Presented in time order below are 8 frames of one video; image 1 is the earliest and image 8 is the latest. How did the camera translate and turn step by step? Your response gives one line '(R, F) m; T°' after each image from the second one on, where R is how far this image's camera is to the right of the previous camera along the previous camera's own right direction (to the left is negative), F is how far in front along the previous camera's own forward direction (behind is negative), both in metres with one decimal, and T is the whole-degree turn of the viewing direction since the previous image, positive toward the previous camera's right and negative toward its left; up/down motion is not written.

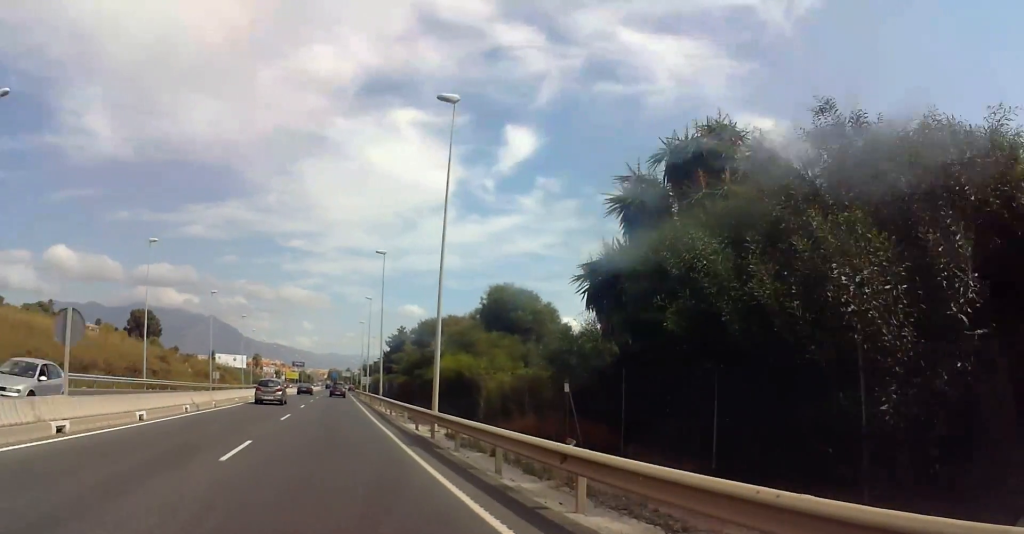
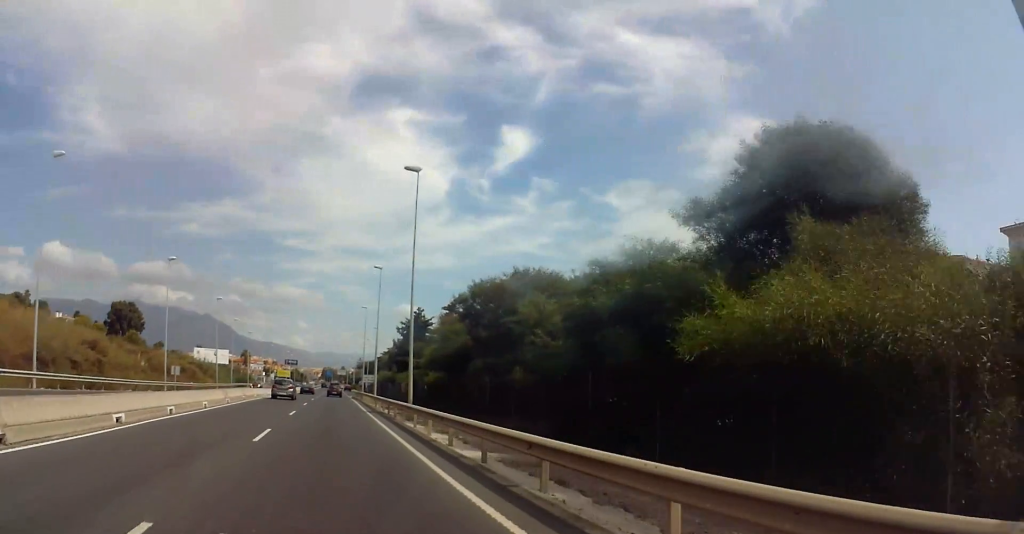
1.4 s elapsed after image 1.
(+0.2, +21.8) m; +3°
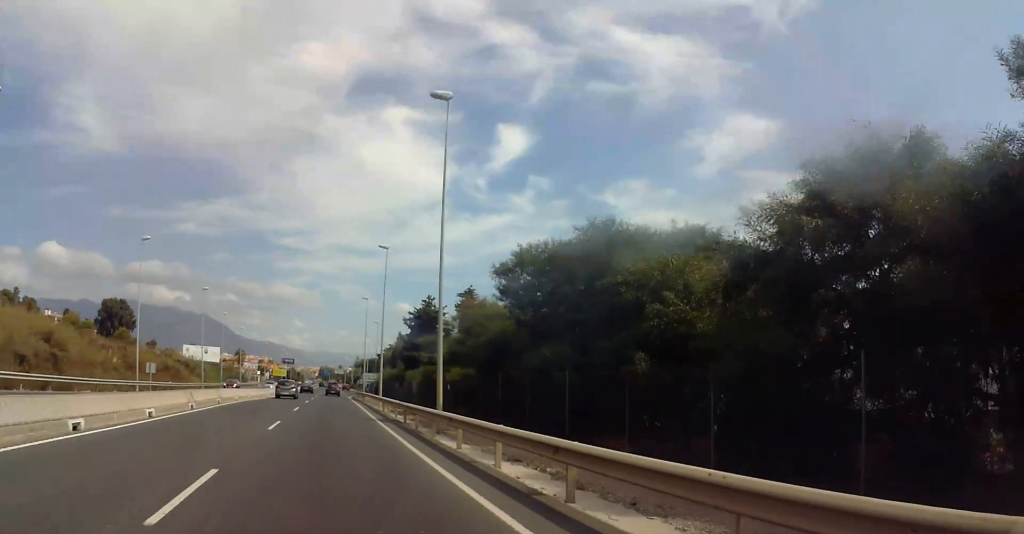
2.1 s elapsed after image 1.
(+0.2, +9.7) m; +1°
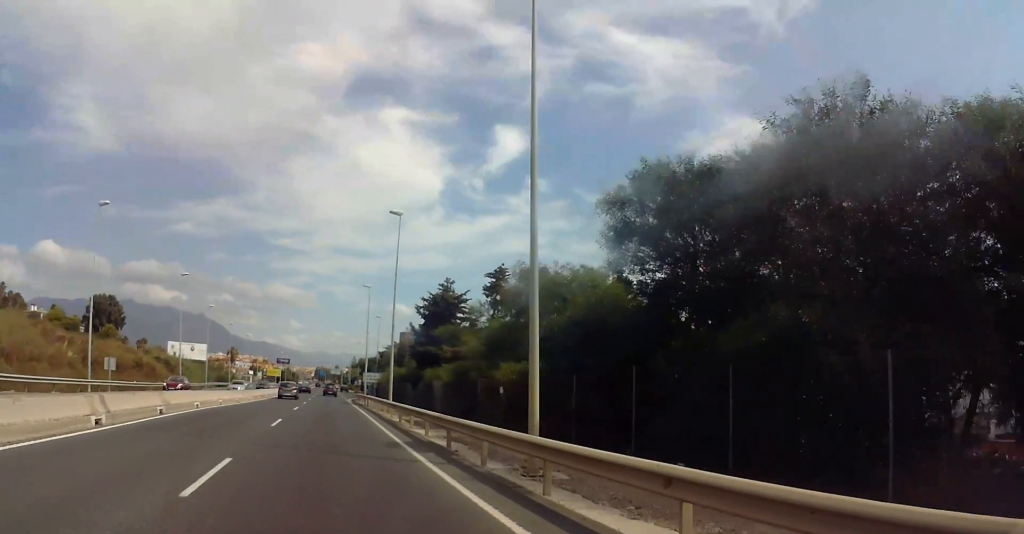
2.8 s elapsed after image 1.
(+0.1, +10.9) m; 0°
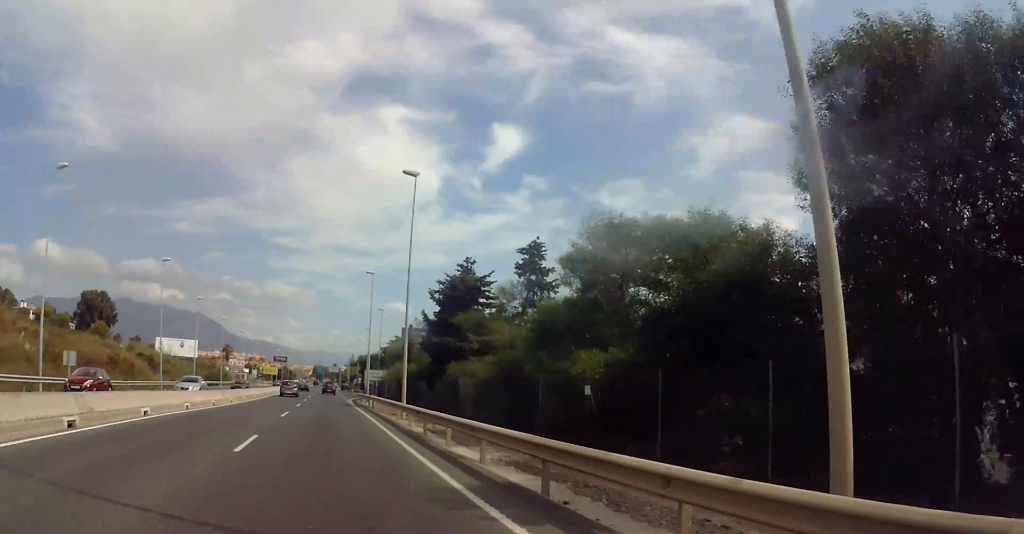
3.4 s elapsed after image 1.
(0.0, +8.6) m; -1°
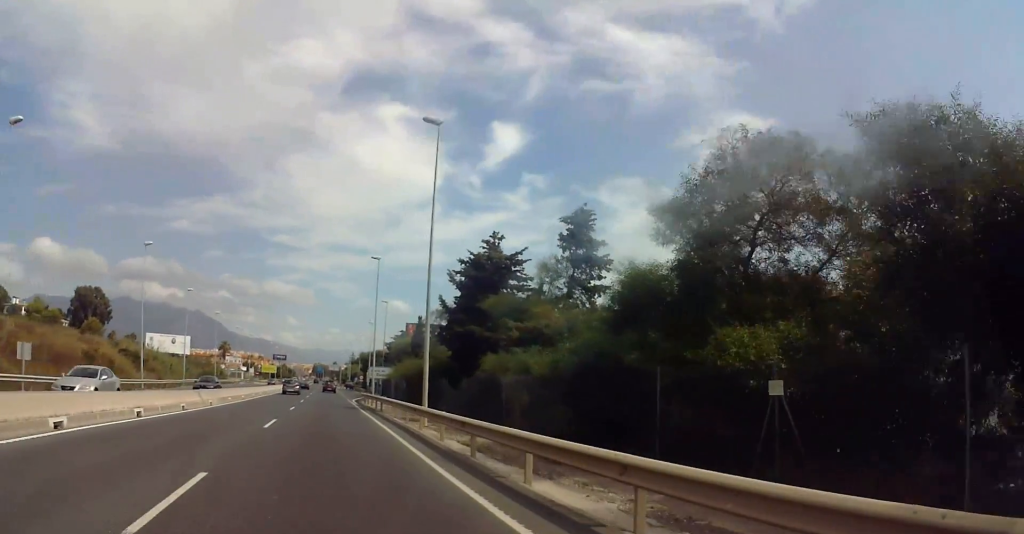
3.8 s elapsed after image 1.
(0.0, +6.7) m; -1°
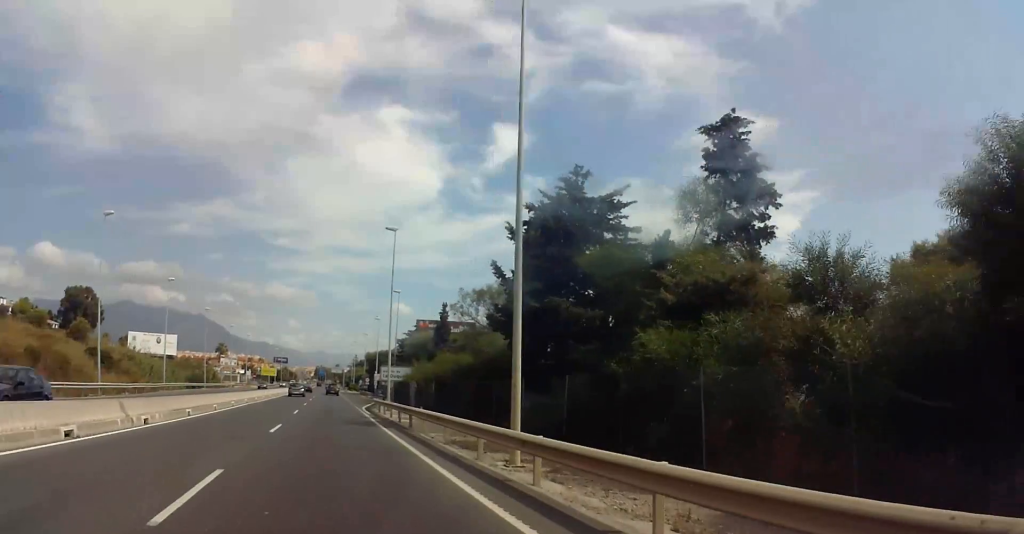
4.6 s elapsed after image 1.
(-0.3, +12.4) m; -1°
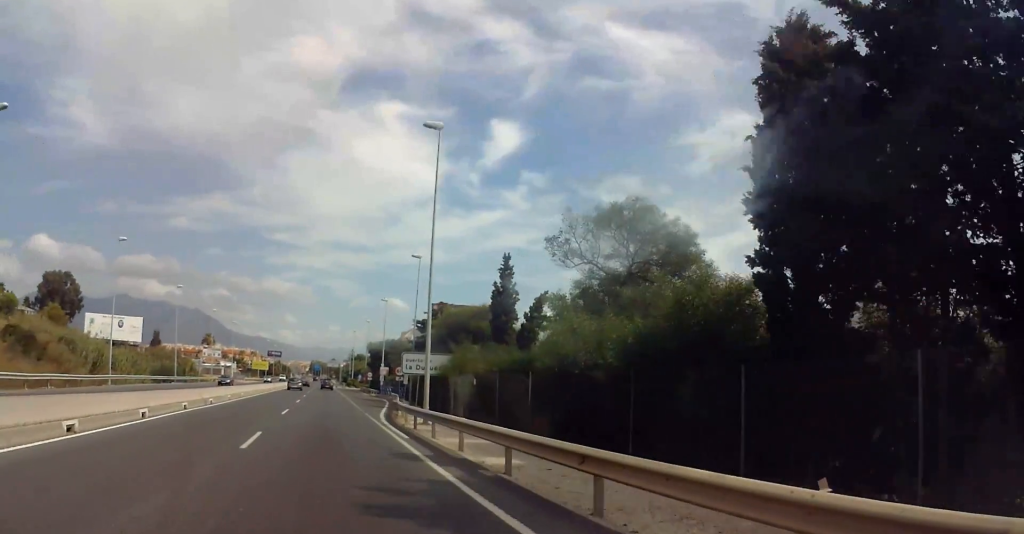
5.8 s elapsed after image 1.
(0.0, +18.9) m; +1°
